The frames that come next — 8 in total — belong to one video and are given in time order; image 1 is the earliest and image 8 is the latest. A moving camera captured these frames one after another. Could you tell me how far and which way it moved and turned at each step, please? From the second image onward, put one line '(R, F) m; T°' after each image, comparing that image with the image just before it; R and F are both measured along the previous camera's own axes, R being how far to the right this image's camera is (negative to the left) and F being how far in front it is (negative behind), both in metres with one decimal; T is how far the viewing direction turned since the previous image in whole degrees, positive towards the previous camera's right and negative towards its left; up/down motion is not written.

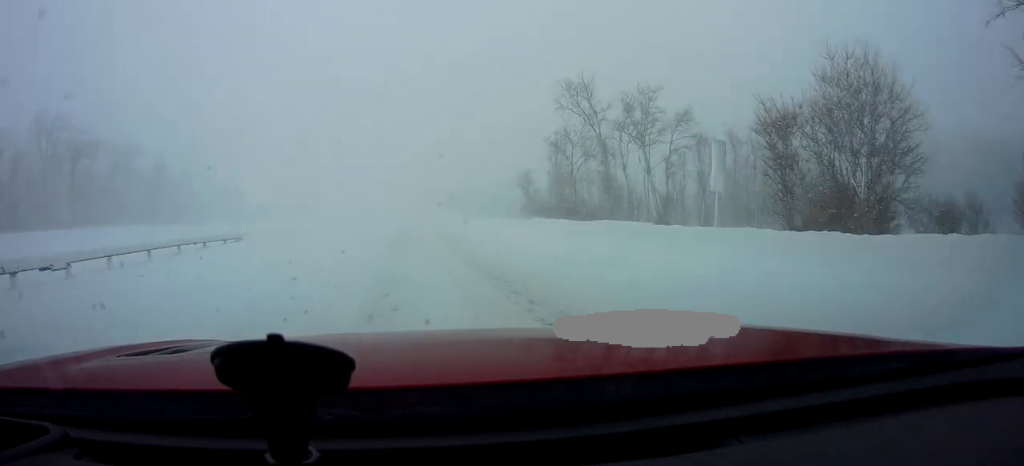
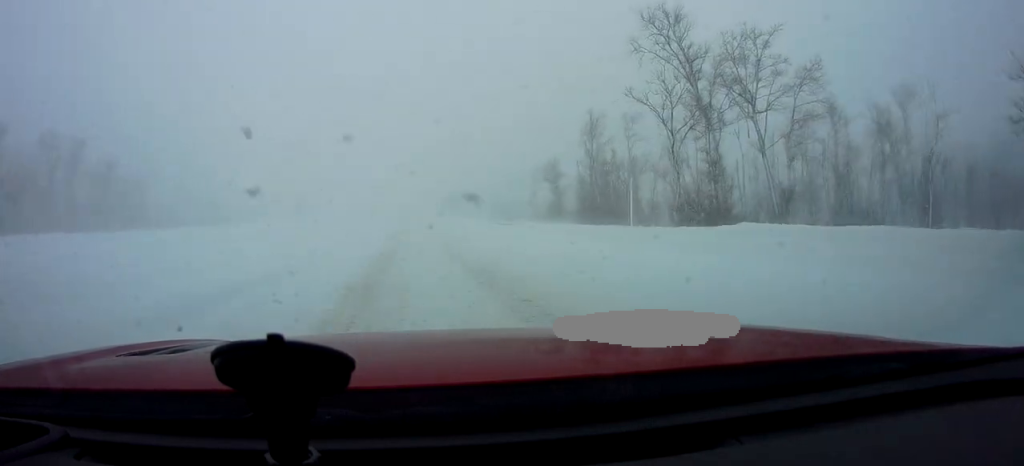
(0.0, +19.1) m; +2°
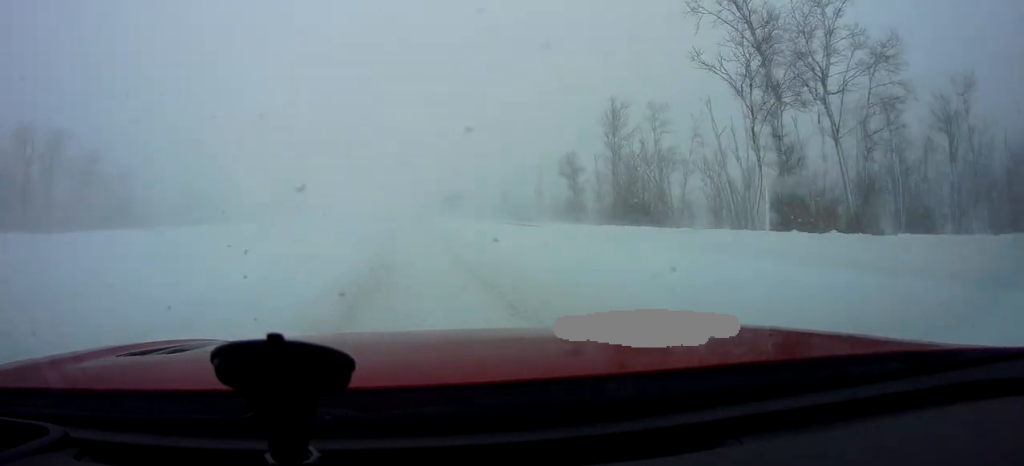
(+0.1, +7.2) m; +1°
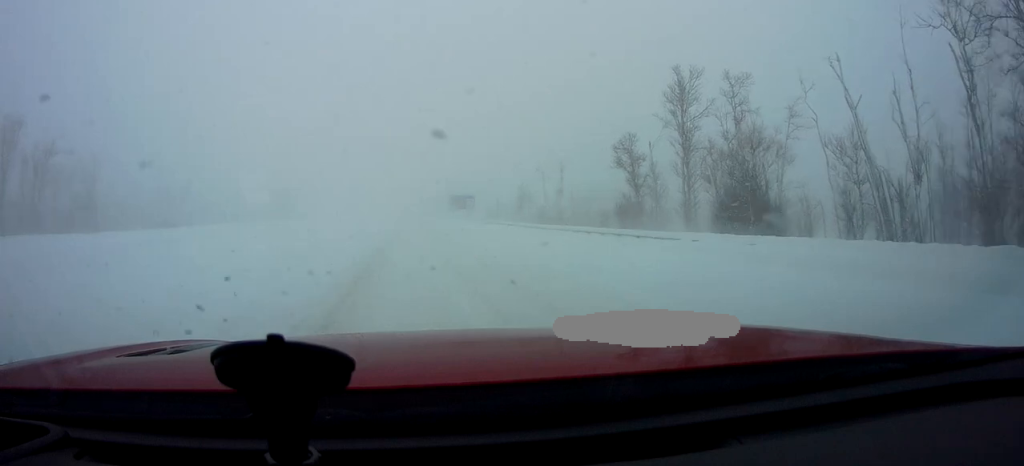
(0.0, +14.9) m; -1°
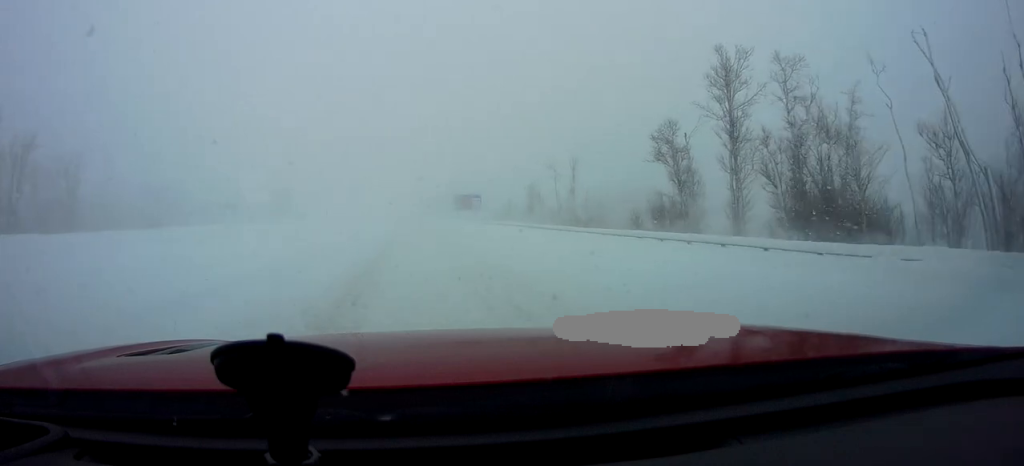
(+0.1, +6.8) m; -1°
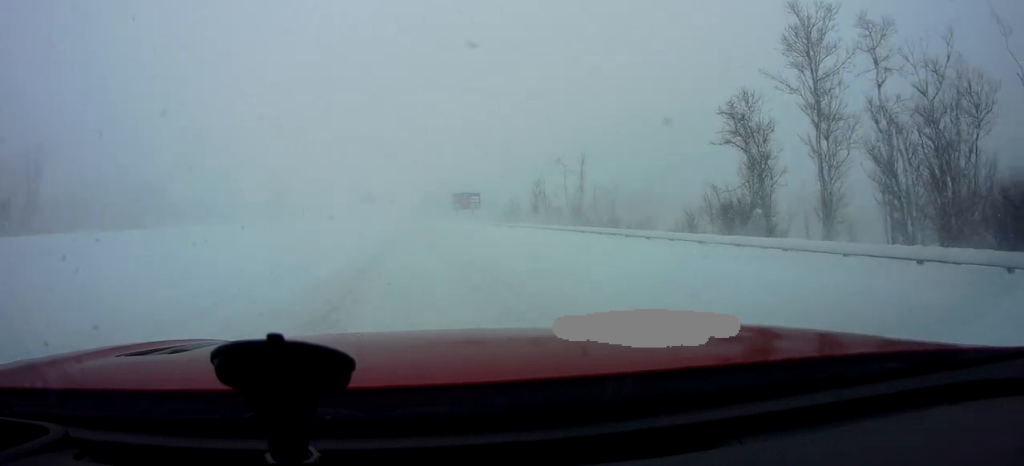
(-0.4, +9.9) m; 0°
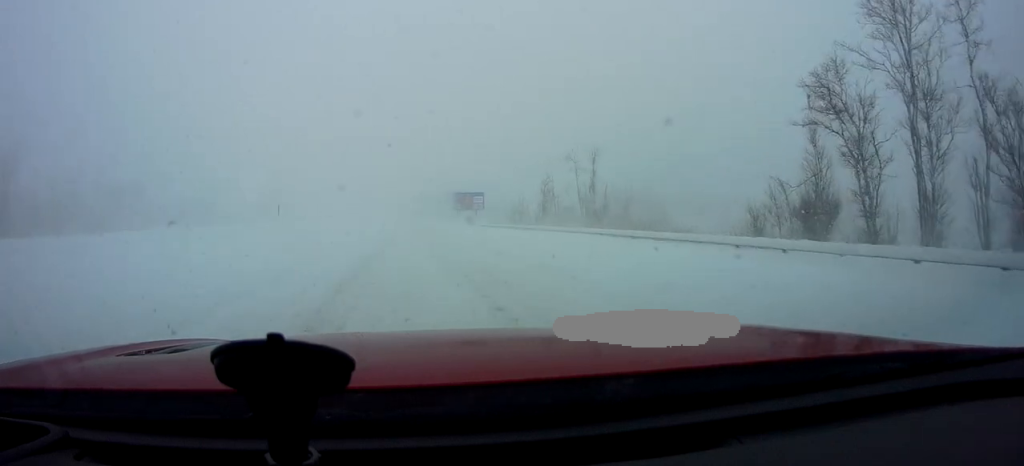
(+0.1, +7.3) m; +1°
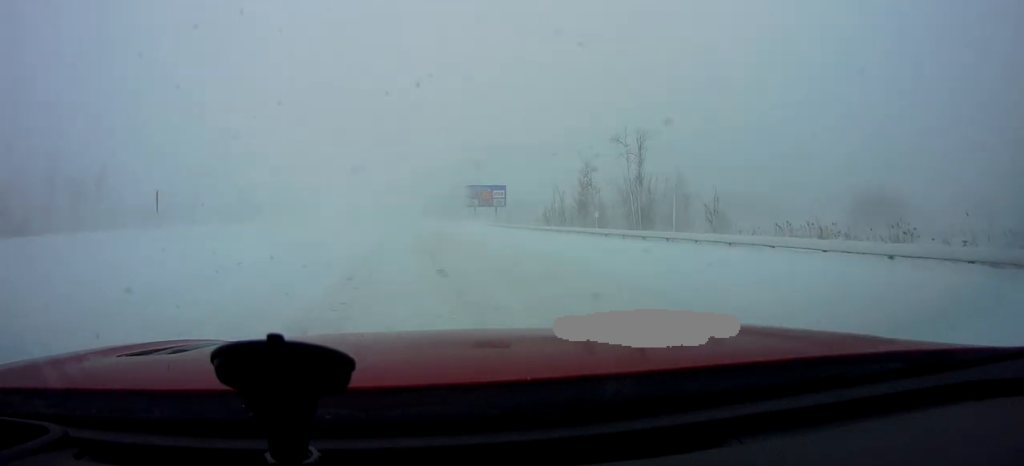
(+0.6, +17.5) m; +3°
